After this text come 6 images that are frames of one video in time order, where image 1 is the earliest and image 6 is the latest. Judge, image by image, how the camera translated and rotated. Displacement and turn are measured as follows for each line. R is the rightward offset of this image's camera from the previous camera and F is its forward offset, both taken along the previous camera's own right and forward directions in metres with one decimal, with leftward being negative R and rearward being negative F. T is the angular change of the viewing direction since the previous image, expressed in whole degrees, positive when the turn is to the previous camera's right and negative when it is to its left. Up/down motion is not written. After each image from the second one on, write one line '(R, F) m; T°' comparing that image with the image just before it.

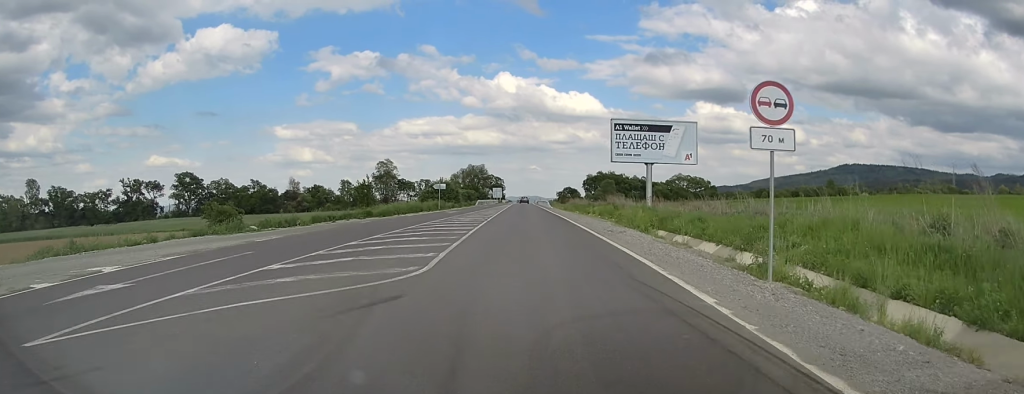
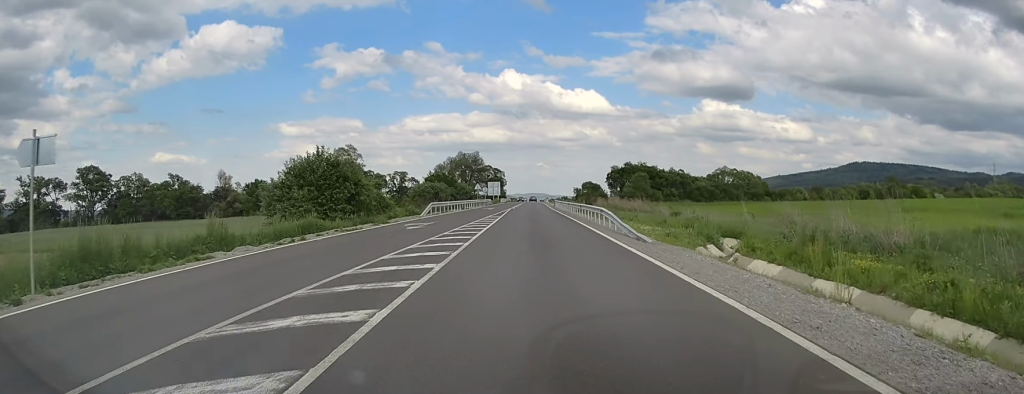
(-0.7, +56.2) m; -2°
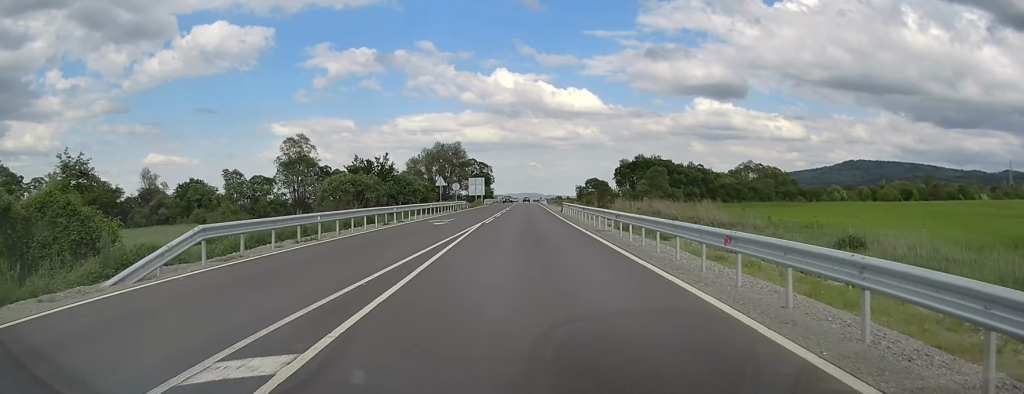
(+0.3, +32.4) m; +1°
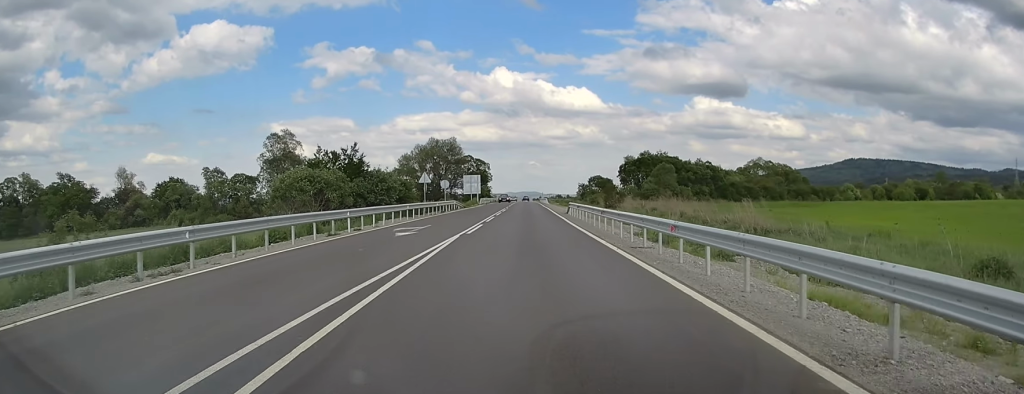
(0.0, +8.7) m; 0°
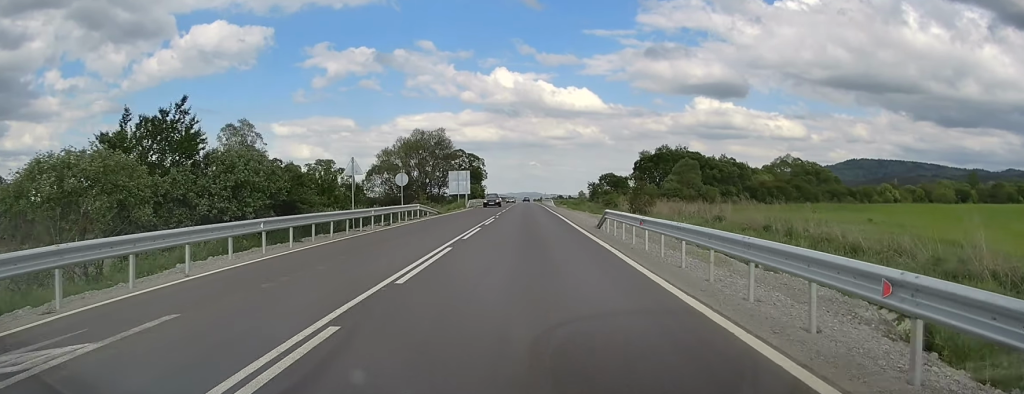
(0.0, +20.4) m; 0°
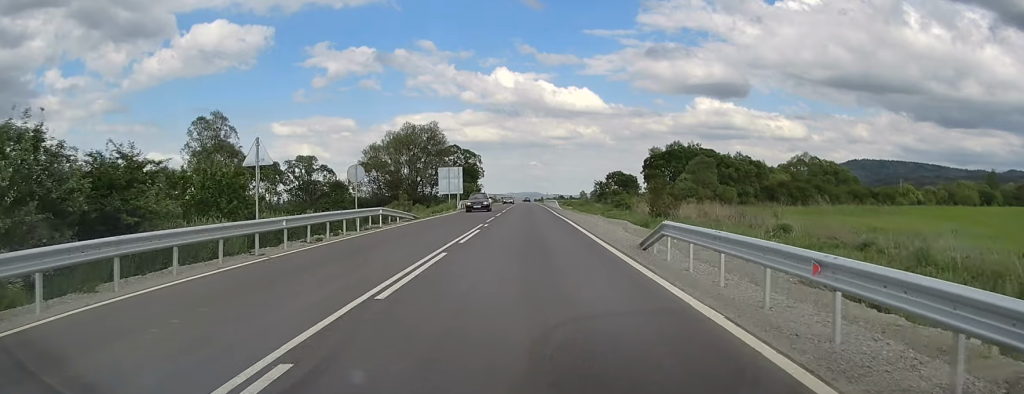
(0.0, +10.4) m; 0°
